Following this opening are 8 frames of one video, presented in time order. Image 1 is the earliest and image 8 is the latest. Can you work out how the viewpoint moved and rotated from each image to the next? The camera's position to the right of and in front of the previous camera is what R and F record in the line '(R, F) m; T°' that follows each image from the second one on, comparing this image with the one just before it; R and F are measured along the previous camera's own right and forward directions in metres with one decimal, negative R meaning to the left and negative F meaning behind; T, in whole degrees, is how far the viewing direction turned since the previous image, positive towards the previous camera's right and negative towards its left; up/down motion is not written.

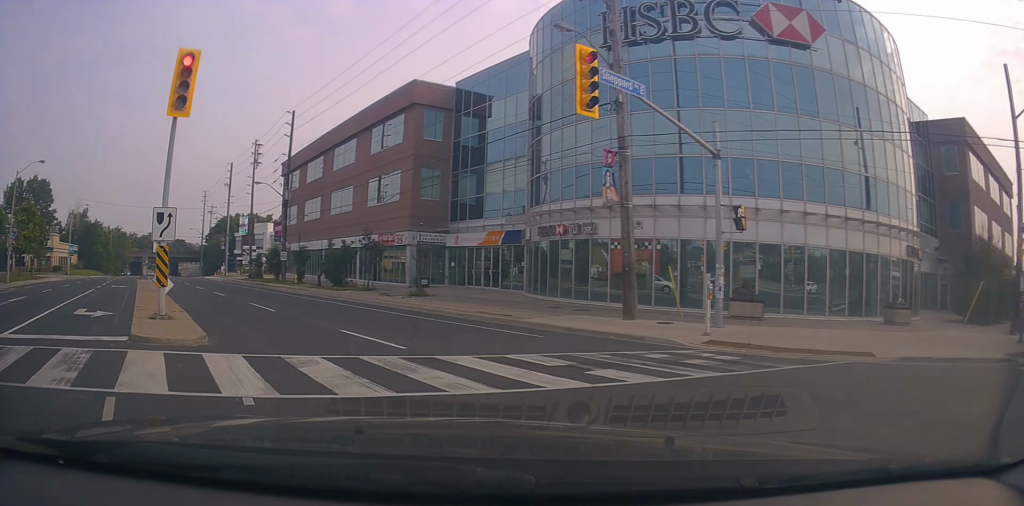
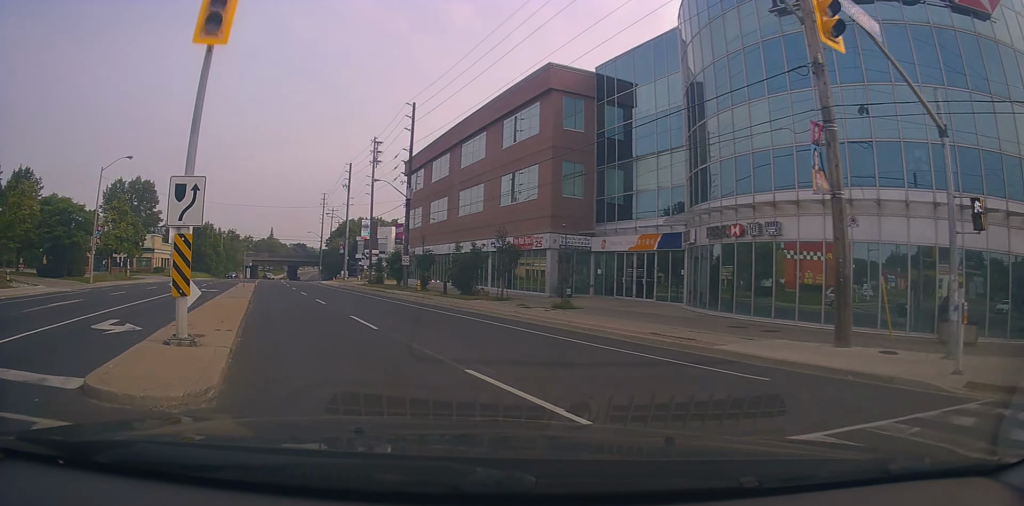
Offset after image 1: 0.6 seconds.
(-0.8, +4.7) m; -14°
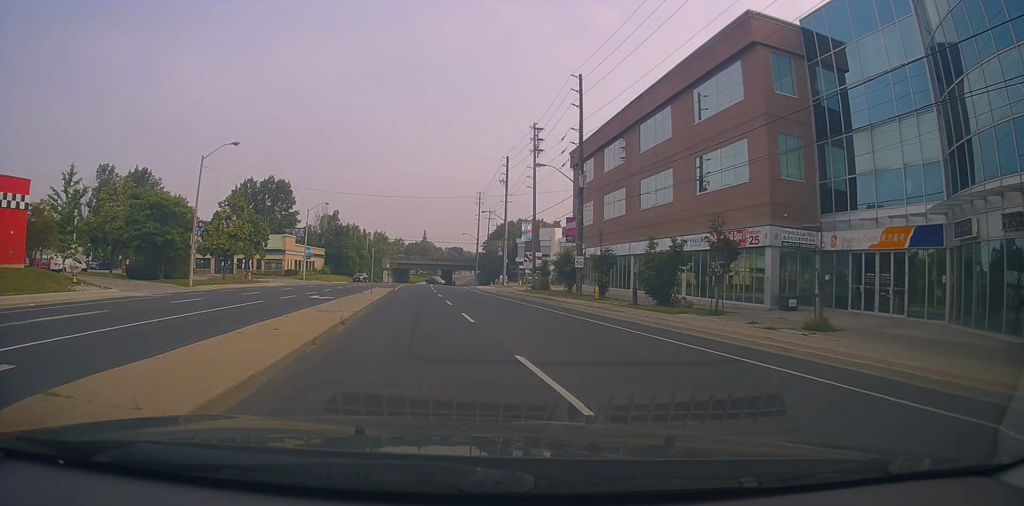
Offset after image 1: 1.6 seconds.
(-1.5, +8.3) m; -14°
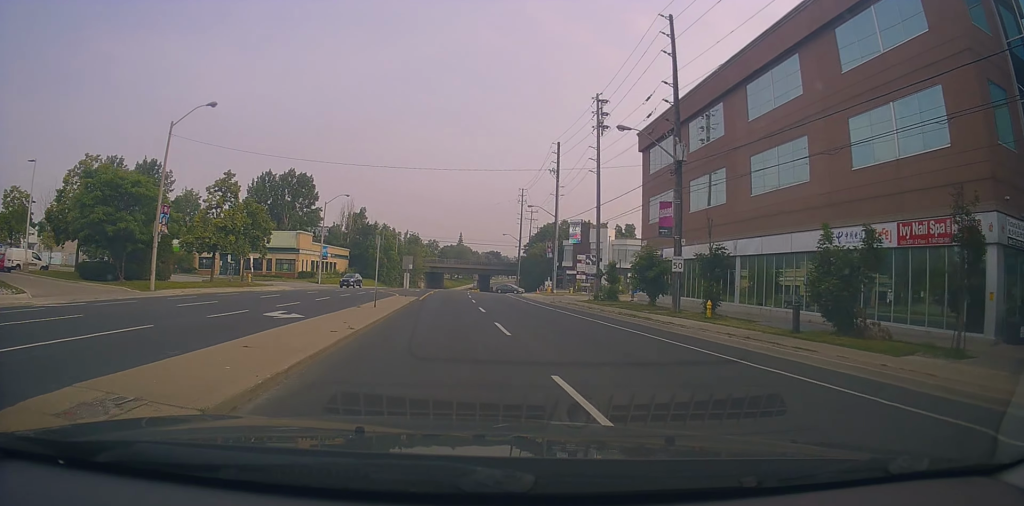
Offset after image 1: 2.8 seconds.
(-0.8, +11.7) m; -5°
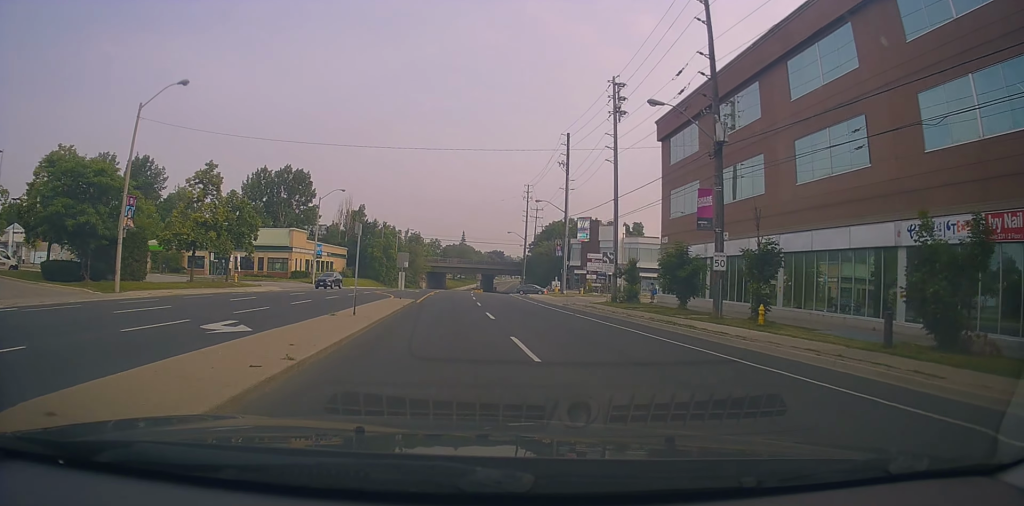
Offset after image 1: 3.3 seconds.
(+0.1, +4.4) m; -1°
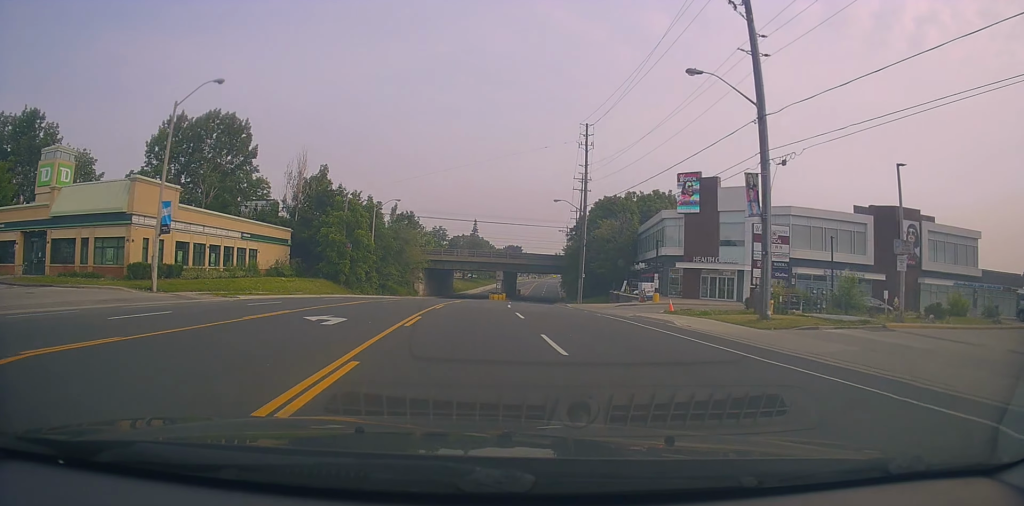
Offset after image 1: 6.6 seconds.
(-0.5, +38.7) m; -1°
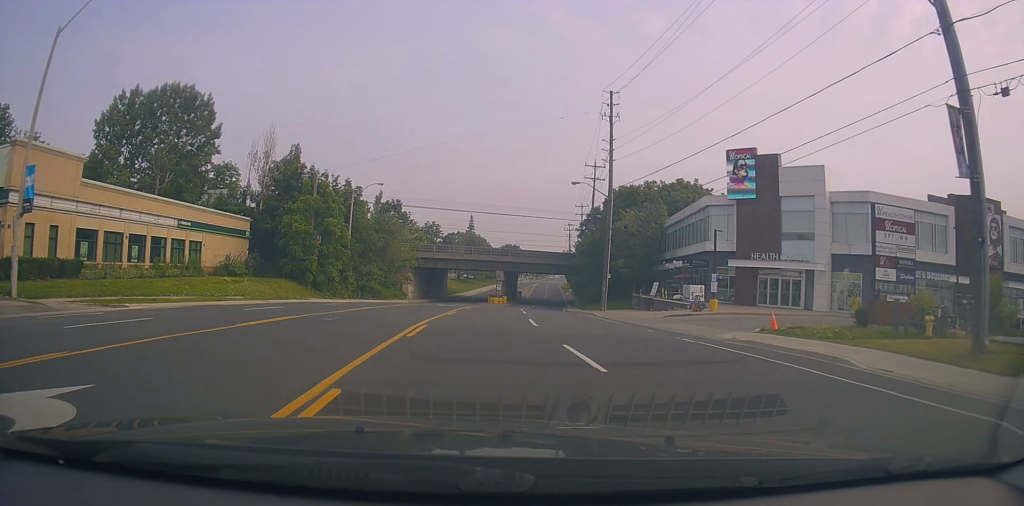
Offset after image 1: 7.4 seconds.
(+0.1, +11.5) m; +1°
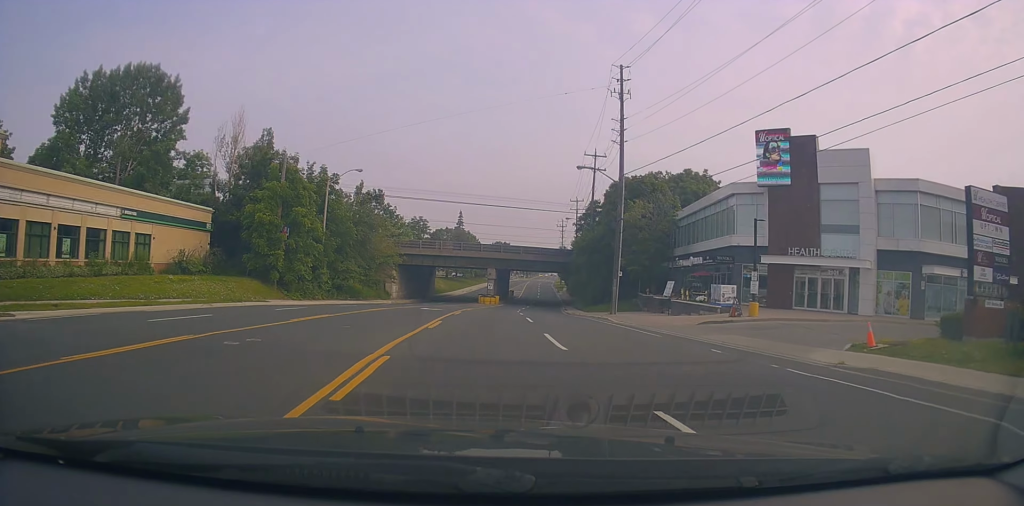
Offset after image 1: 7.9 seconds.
(+0.1, +6.3) m; +1°
